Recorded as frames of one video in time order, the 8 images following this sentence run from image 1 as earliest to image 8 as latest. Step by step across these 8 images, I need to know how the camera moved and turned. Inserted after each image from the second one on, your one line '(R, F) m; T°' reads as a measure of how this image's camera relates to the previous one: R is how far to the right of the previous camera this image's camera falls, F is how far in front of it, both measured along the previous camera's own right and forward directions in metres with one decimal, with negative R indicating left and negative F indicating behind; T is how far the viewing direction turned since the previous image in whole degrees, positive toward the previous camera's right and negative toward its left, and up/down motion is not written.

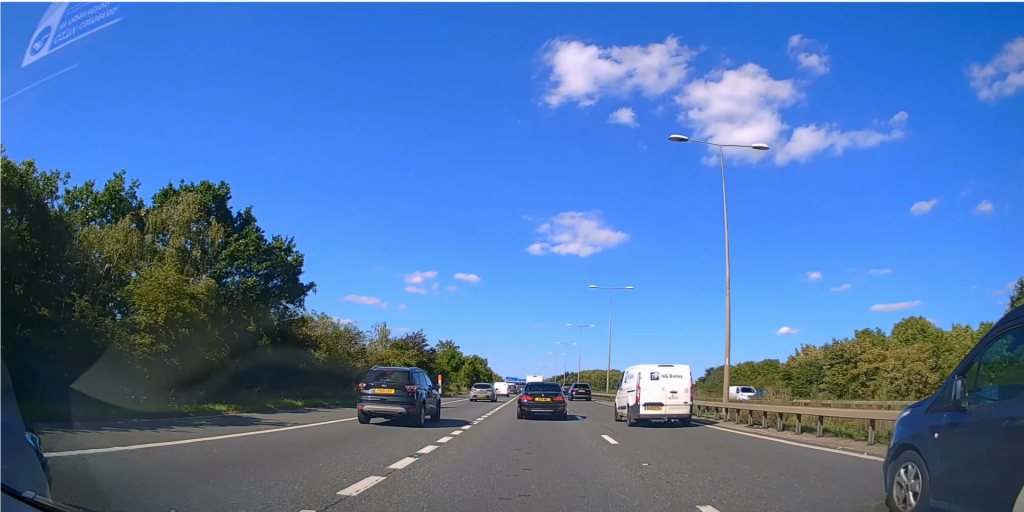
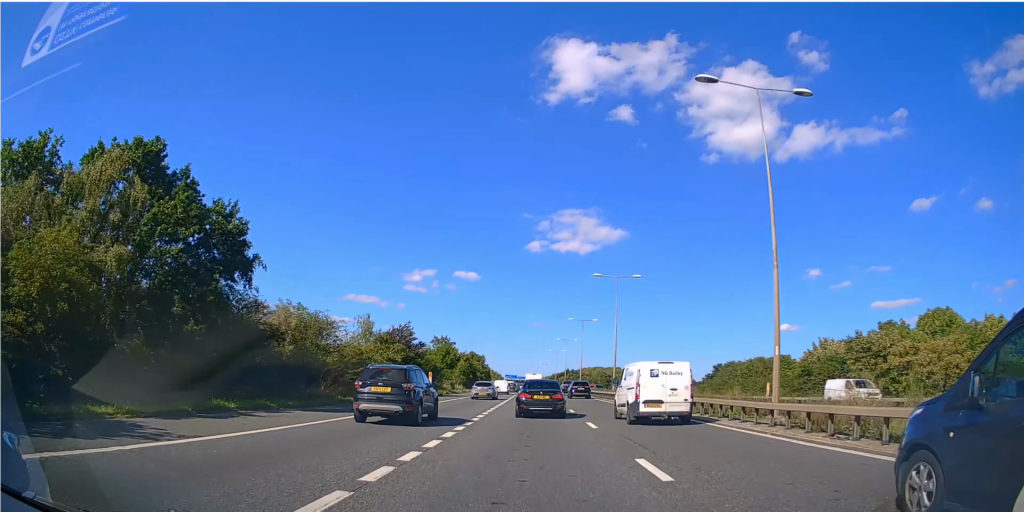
(0.0, +5.0) m; 0°
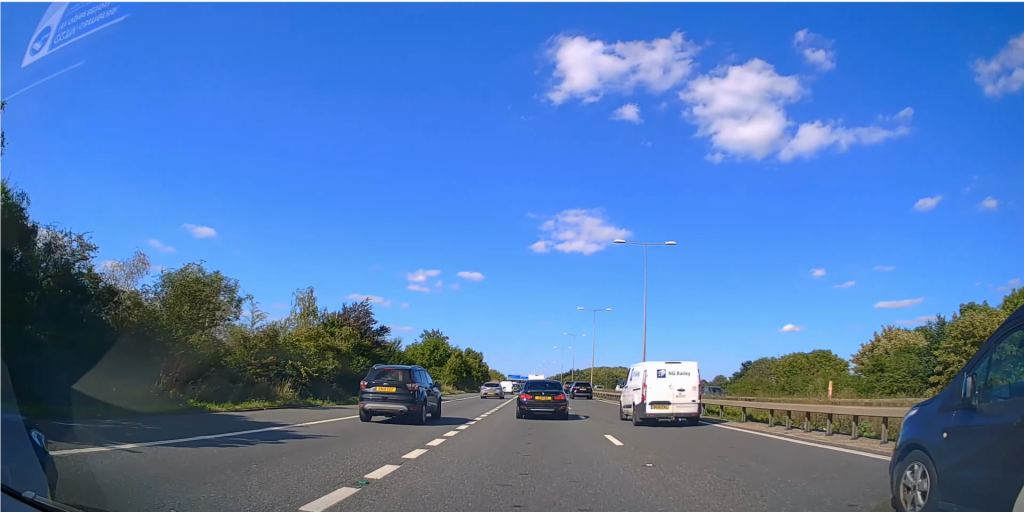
(+0.1, +14.0) m; 0°
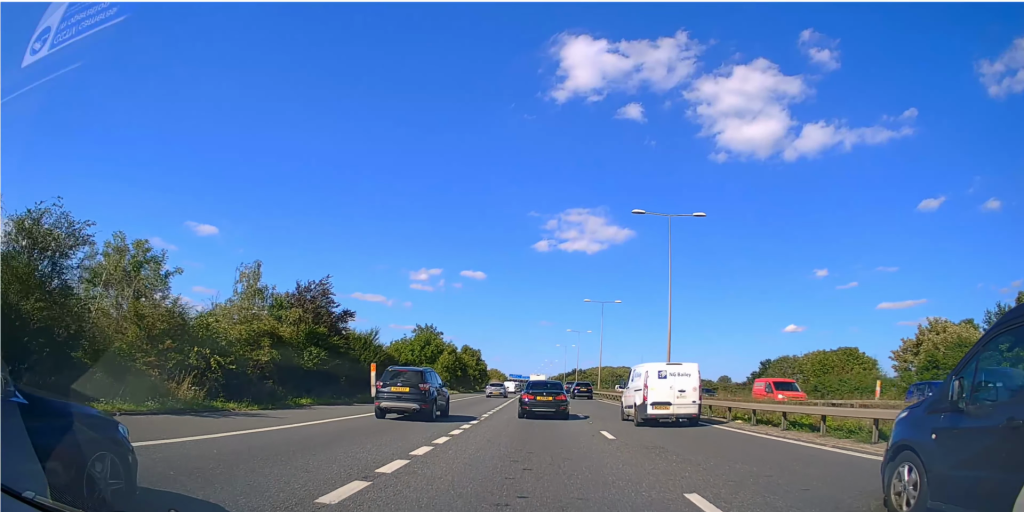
(0.0, +9.2) m; -1°
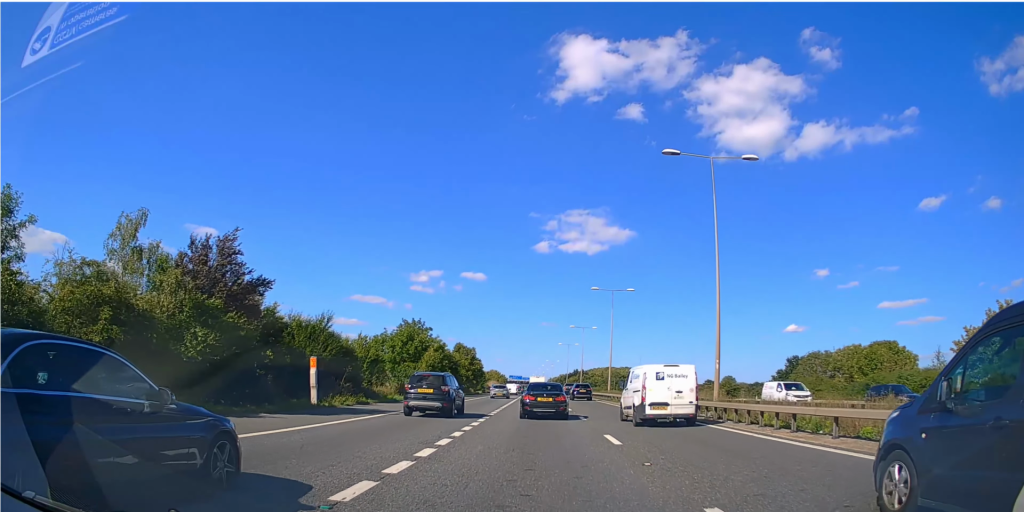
(-0.2, +11.2) m; -1°
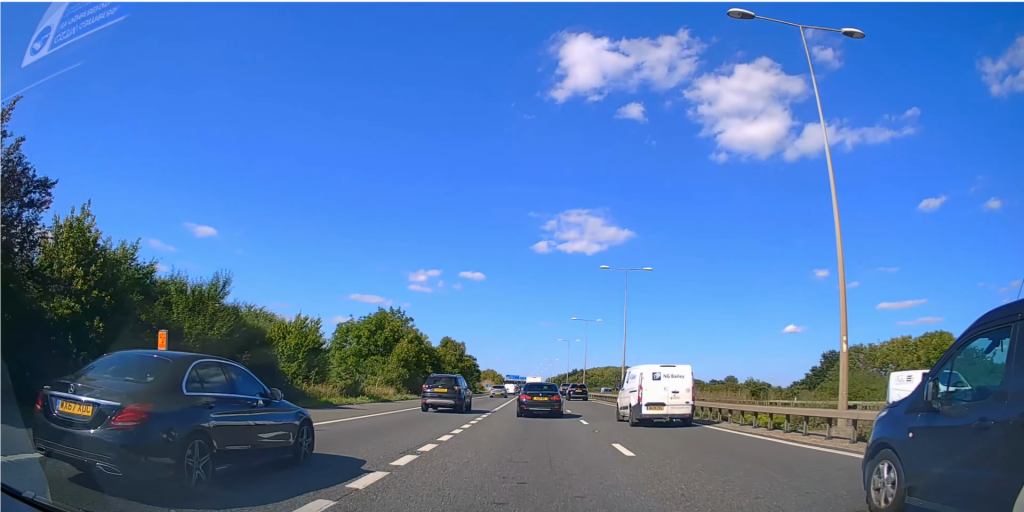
(+0.1, +13.0) m; 0°
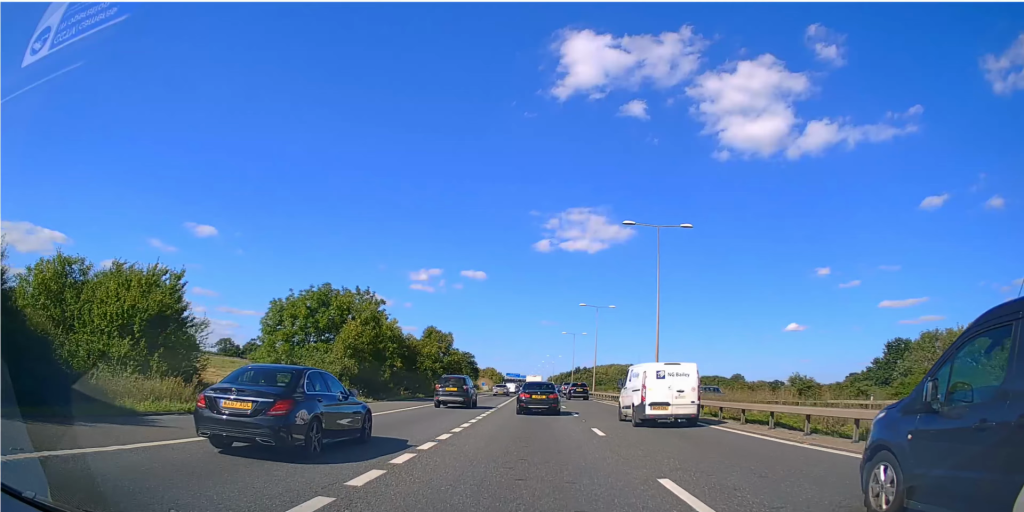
(+0.1, +14.4) m; 0°
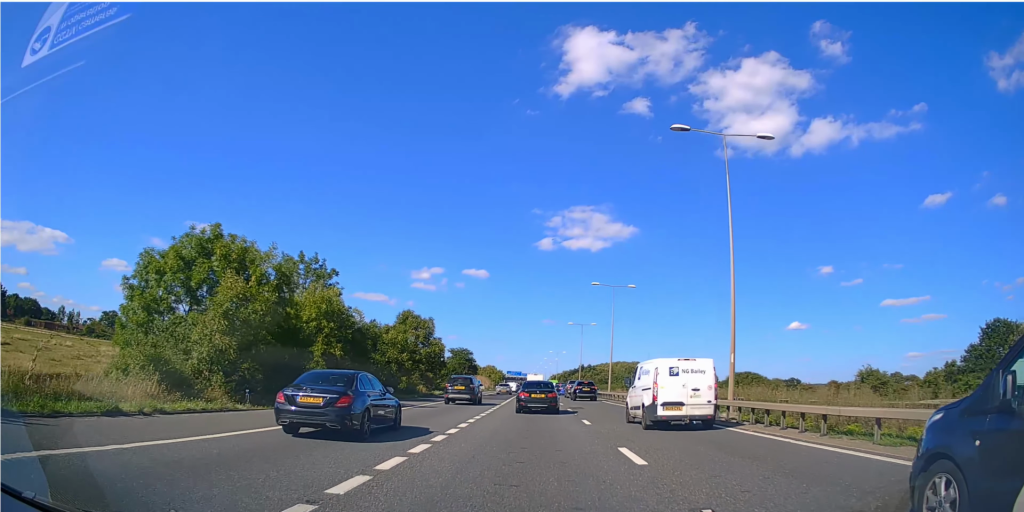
(+0.1, +16.5) m; 0°
